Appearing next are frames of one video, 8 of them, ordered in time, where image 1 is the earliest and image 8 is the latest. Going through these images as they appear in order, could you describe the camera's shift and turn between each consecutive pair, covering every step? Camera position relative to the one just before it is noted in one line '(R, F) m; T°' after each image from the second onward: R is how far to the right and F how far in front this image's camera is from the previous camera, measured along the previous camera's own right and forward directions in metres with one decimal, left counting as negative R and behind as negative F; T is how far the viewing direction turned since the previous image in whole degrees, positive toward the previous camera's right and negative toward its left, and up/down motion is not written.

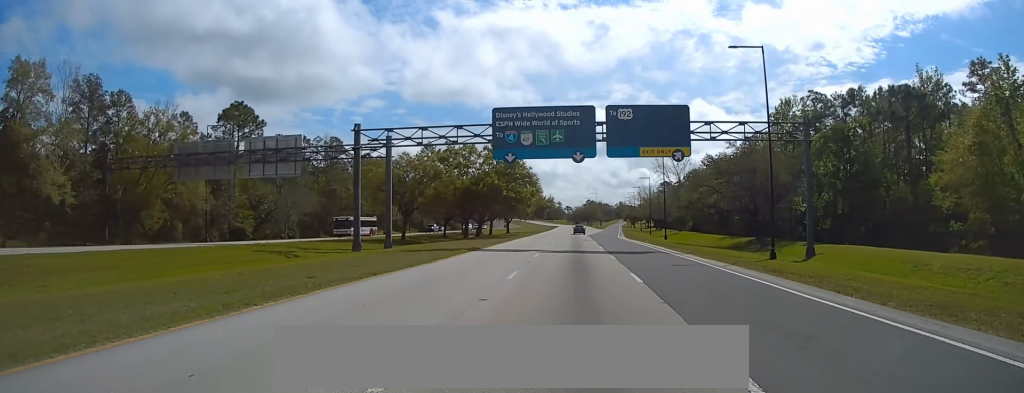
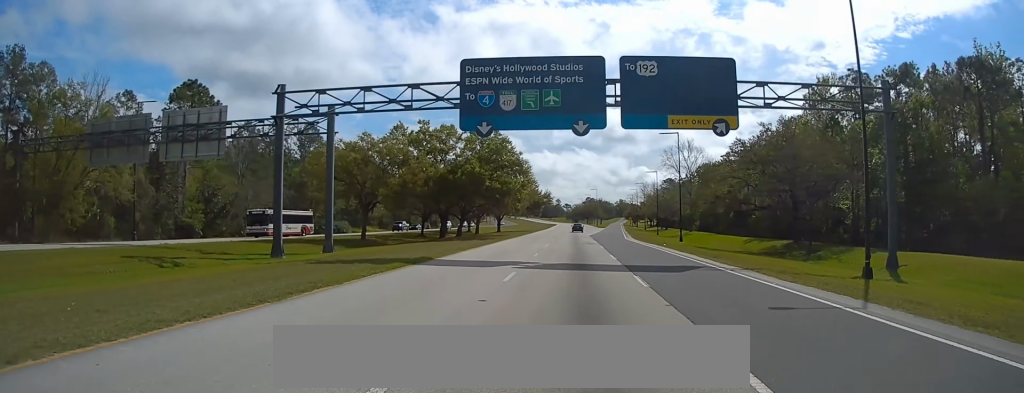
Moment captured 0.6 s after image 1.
(0.0, +13.1) m; 0°
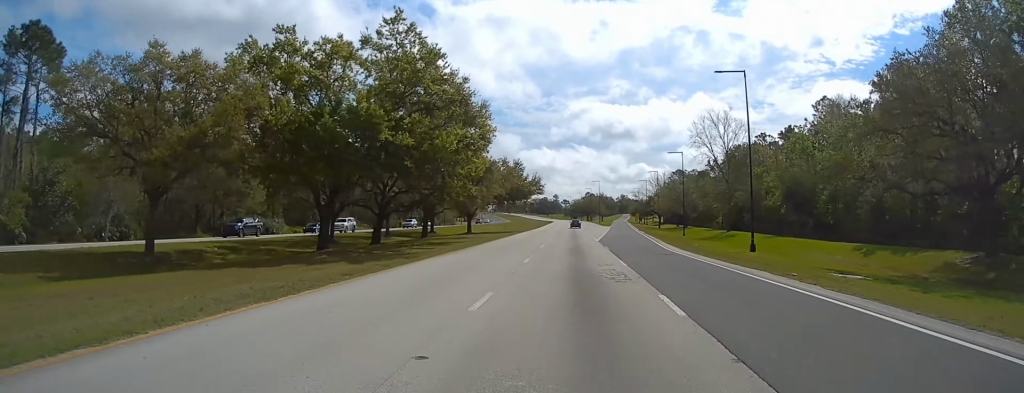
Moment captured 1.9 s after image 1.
(-0.1, +30.0) m; 0°
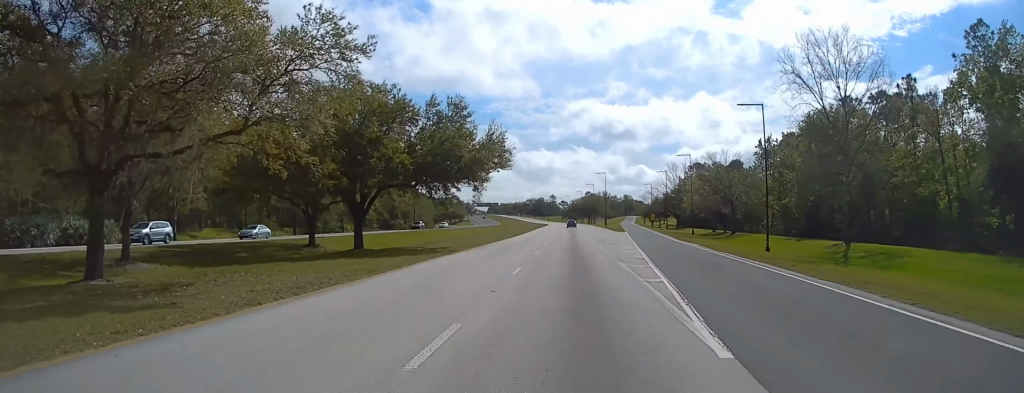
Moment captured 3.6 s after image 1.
(+0.3, +40.6) m; 0°
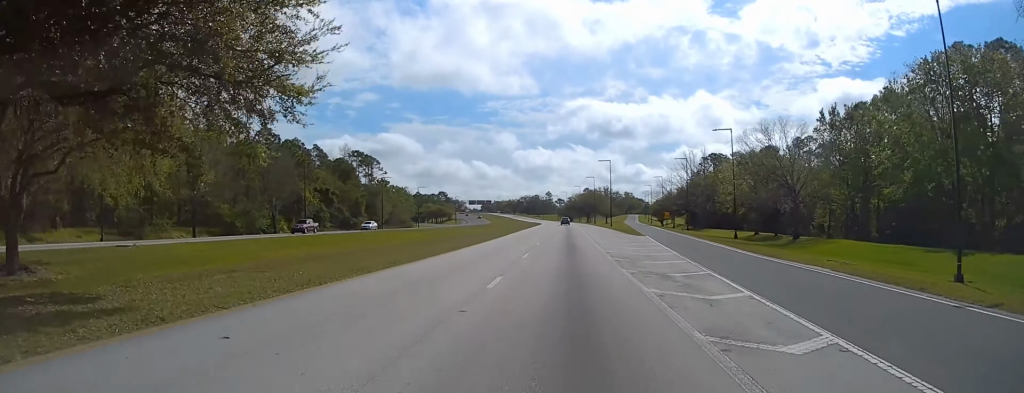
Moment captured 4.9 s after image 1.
(0.0, +28.3) m; 0°
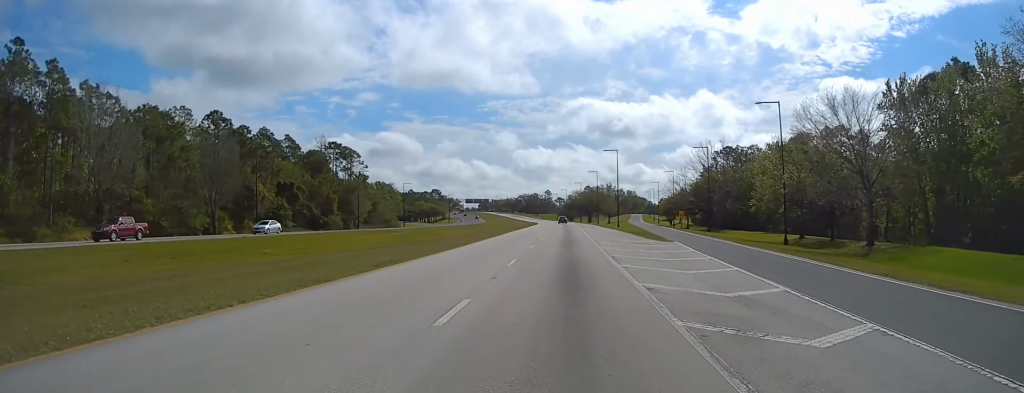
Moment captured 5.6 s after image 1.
(0.0, +17.6) m; 0°
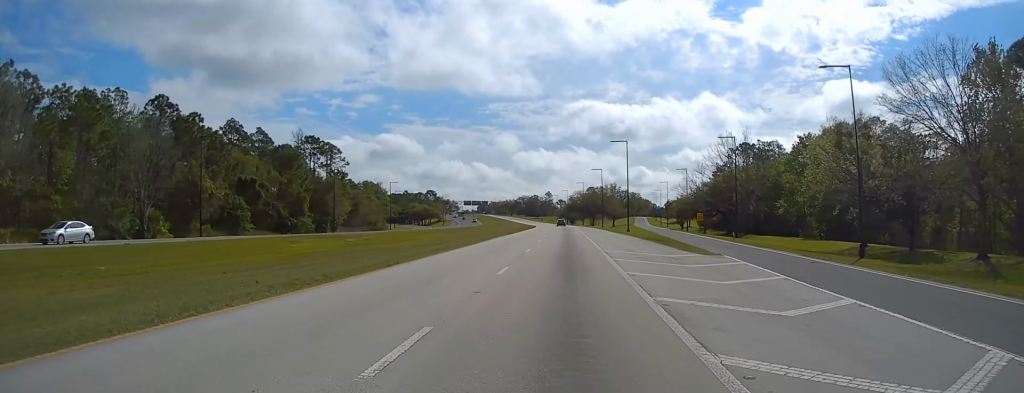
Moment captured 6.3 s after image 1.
(-0.1, +15.3) m; 0°
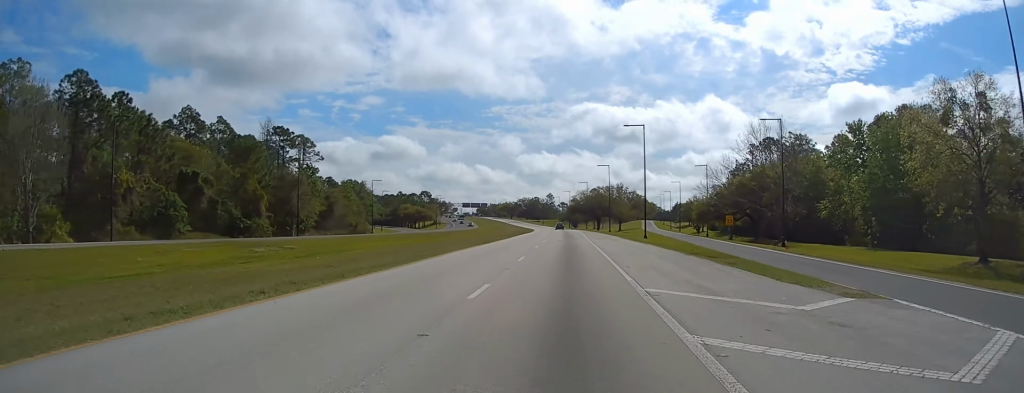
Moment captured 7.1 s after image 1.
(-0.1, +17.5) m; 0°
